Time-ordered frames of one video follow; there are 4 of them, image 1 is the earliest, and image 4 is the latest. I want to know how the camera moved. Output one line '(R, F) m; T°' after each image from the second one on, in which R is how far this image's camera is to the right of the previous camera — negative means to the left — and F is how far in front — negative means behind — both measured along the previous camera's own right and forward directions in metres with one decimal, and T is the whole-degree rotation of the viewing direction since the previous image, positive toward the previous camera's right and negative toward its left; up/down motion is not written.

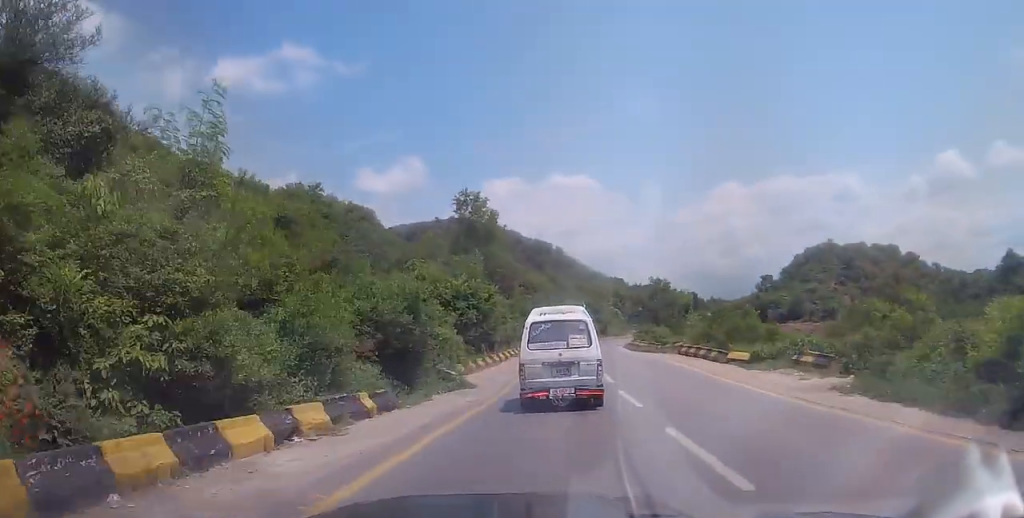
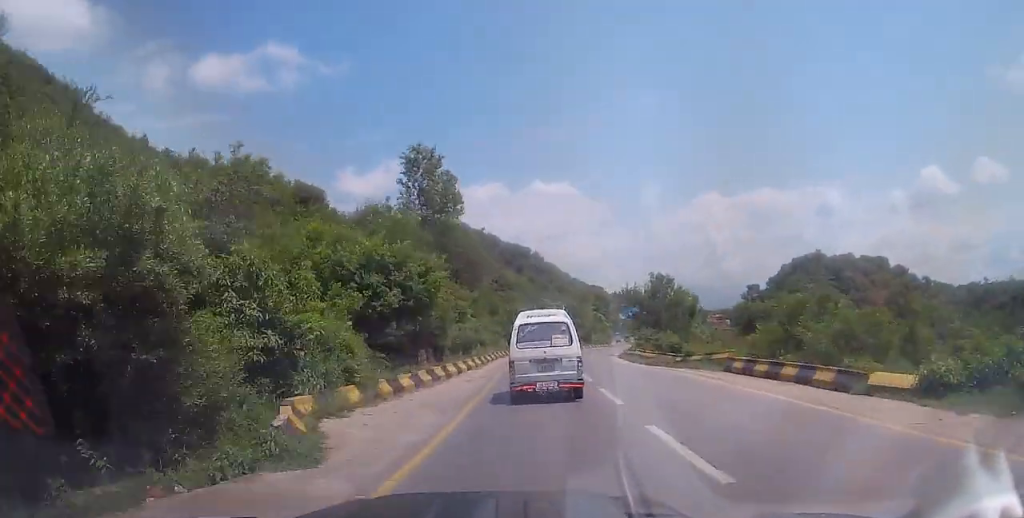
(+0.8, +11.4) m; +6°
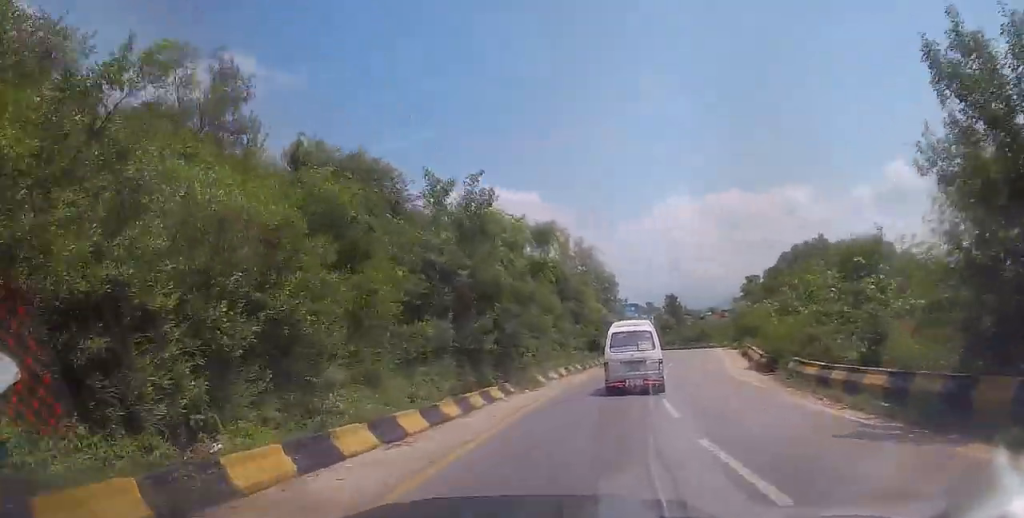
(+1.5, +42.7) m; +5°
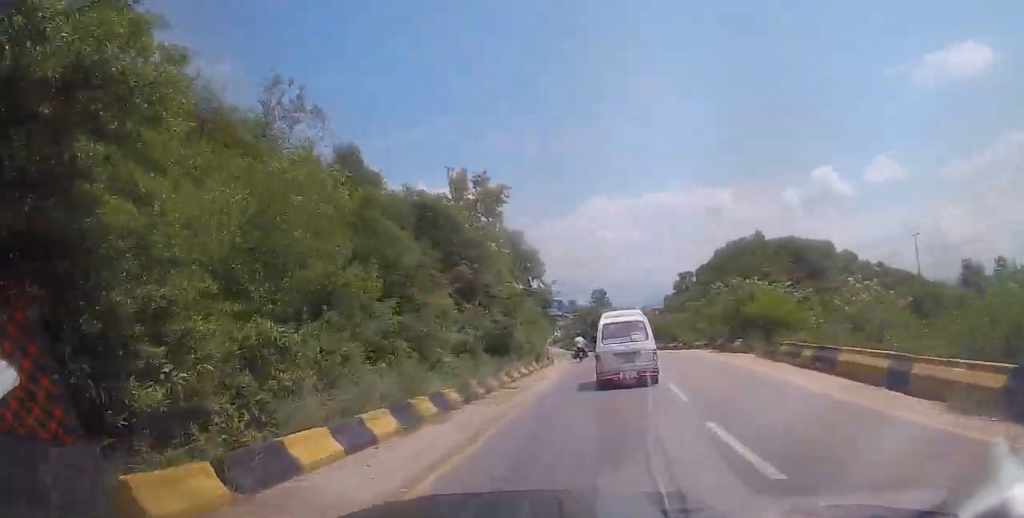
(+1.0, +17.8) m; +6°
